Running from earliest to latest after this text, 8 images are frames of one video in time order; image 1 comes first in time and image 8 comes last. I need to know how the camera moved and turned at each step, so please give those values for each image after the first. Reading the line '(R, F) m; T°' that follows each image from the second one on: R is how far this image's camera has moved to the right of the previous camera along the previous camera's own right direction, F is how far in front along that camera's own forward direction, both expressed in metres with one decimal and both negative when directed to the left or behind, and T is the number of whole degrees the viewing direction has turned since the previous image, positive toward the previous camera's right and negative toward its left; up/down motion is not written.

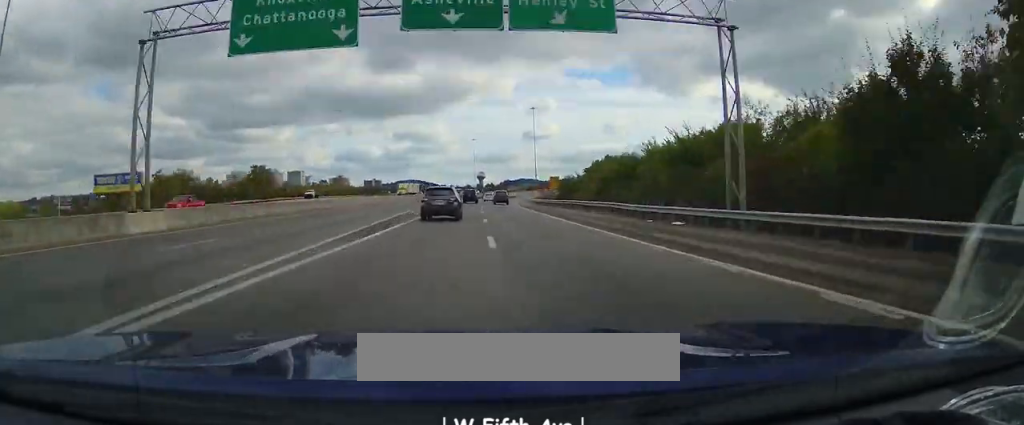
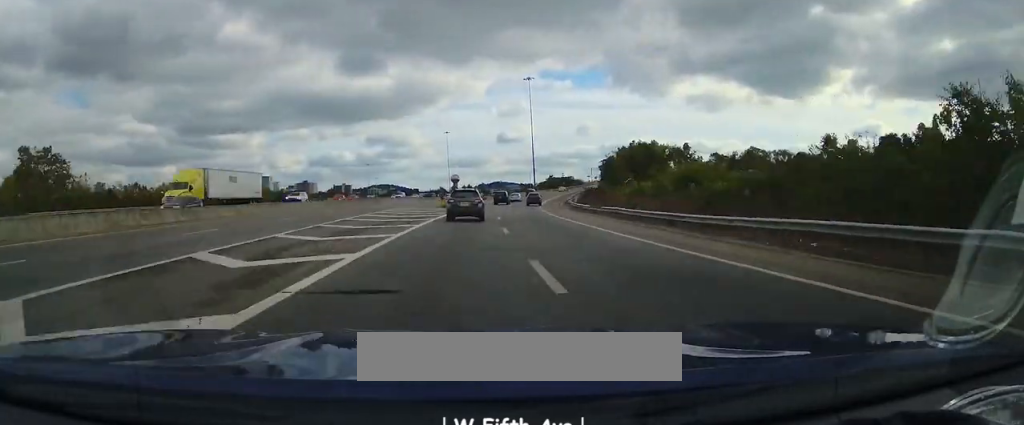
(+2.8, +67.4) m; +5°
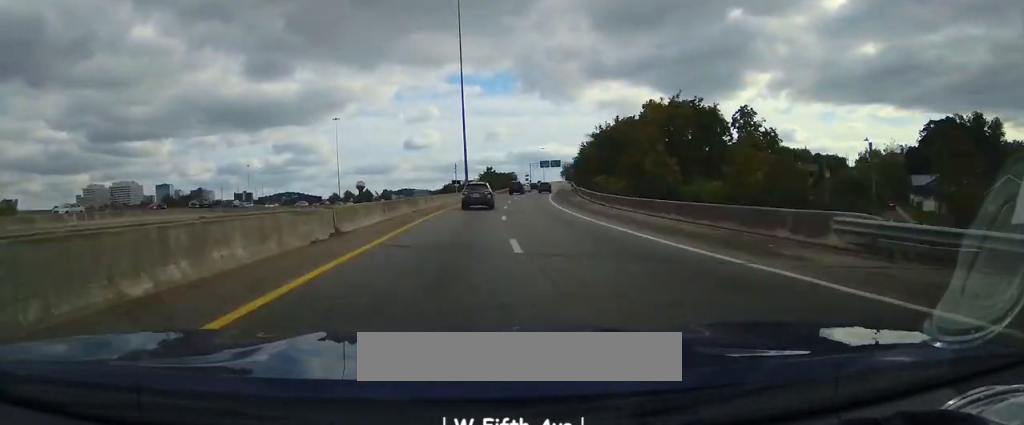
(+5.5, +83.2) m; +8°
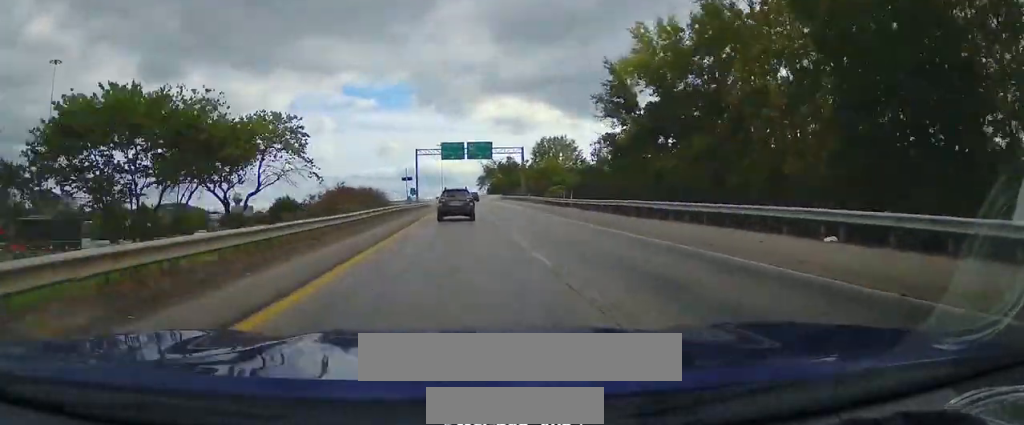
(+9.3, +120.6) m; +2°
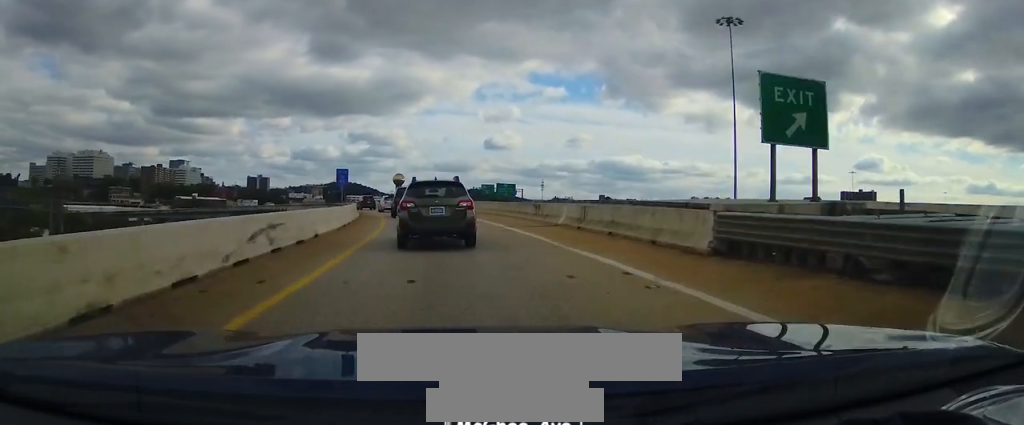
(-21.0, +146.0) m; -26°
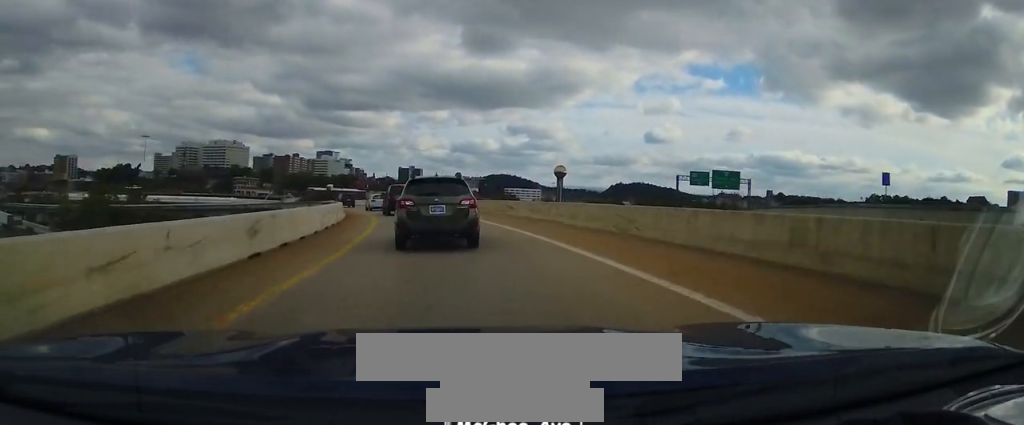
(-7.1, +58.2) m; -19°
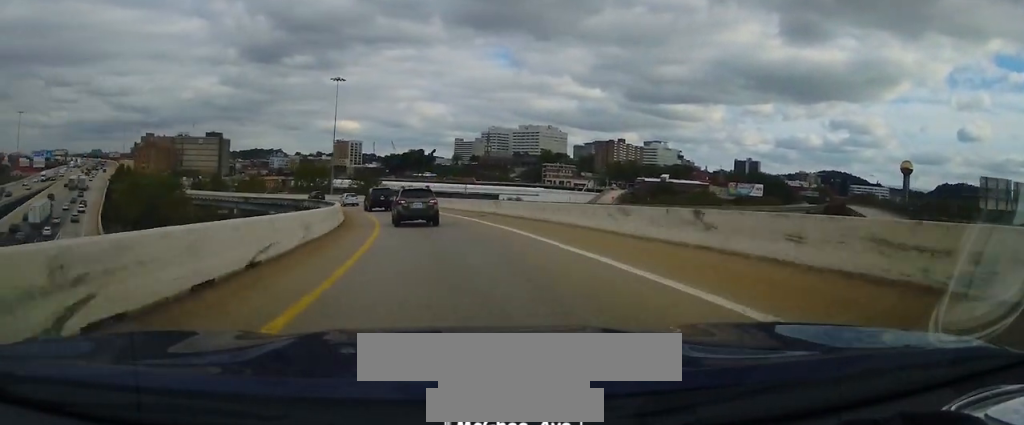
(-38.2, +103.3) m; -35°
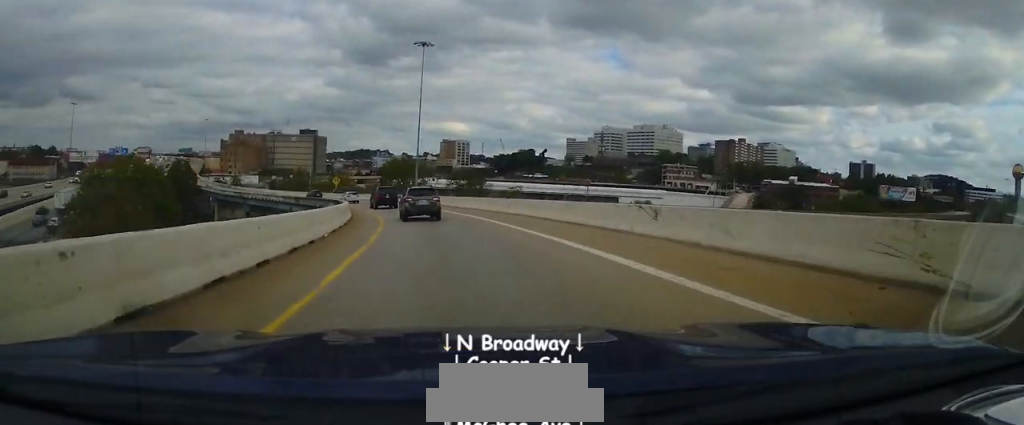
(+0.2, +32.7) m; -10°
